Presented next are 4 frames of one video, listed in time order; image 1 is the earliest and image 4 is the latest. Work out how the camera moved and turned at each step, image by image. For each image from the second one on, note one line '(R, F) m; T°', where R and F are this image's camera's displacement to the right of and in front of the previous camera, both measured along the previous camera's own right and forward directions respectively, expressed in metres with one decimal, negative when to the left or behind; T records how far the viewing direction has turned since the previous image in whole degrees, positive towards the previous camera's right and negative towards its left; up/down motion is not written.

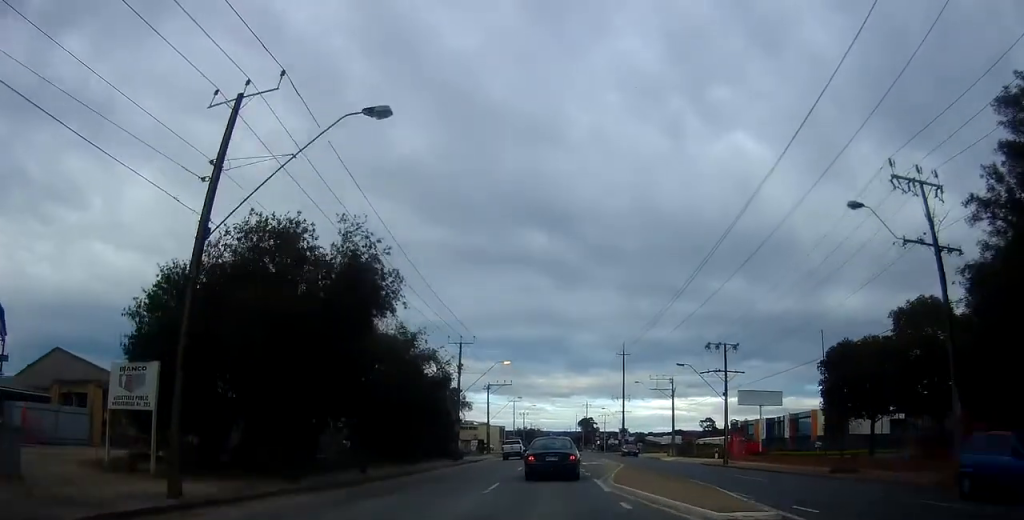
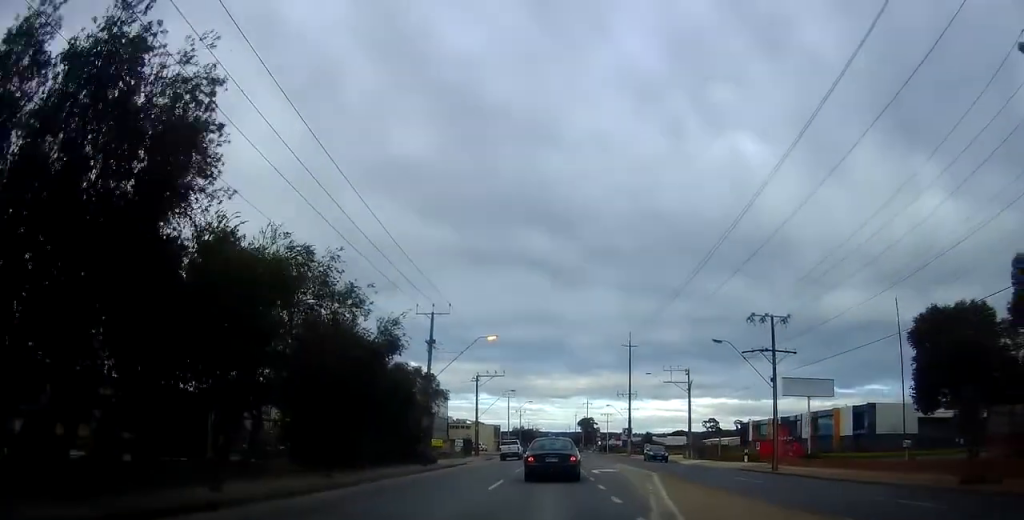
(0.0, +10.5) m; 0°
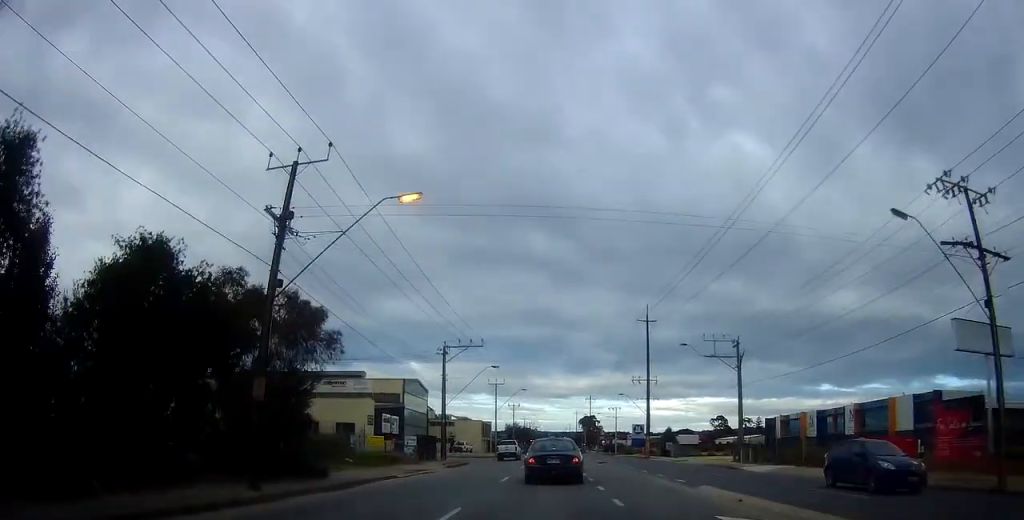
(0.0, +20.1) m; 0°
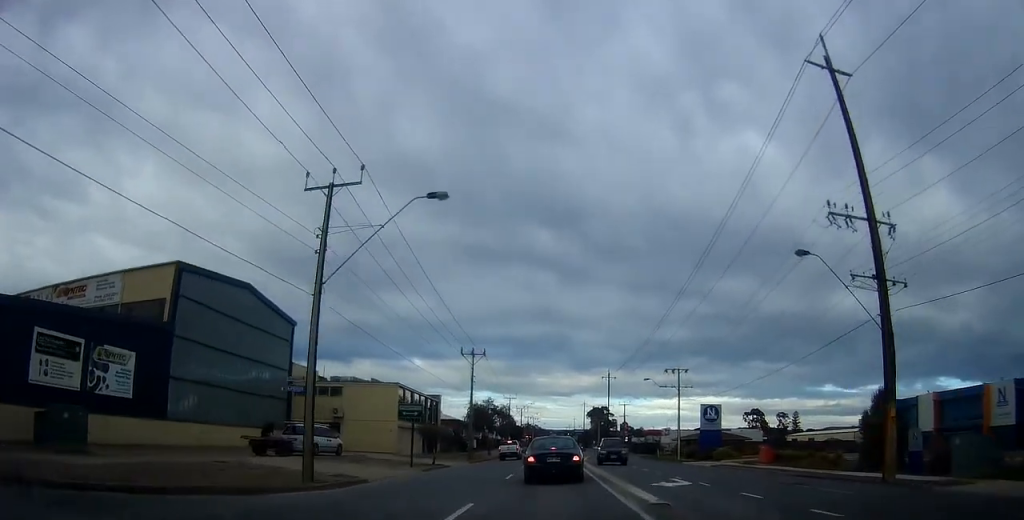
(+1.0, +59.3) m; +1°
